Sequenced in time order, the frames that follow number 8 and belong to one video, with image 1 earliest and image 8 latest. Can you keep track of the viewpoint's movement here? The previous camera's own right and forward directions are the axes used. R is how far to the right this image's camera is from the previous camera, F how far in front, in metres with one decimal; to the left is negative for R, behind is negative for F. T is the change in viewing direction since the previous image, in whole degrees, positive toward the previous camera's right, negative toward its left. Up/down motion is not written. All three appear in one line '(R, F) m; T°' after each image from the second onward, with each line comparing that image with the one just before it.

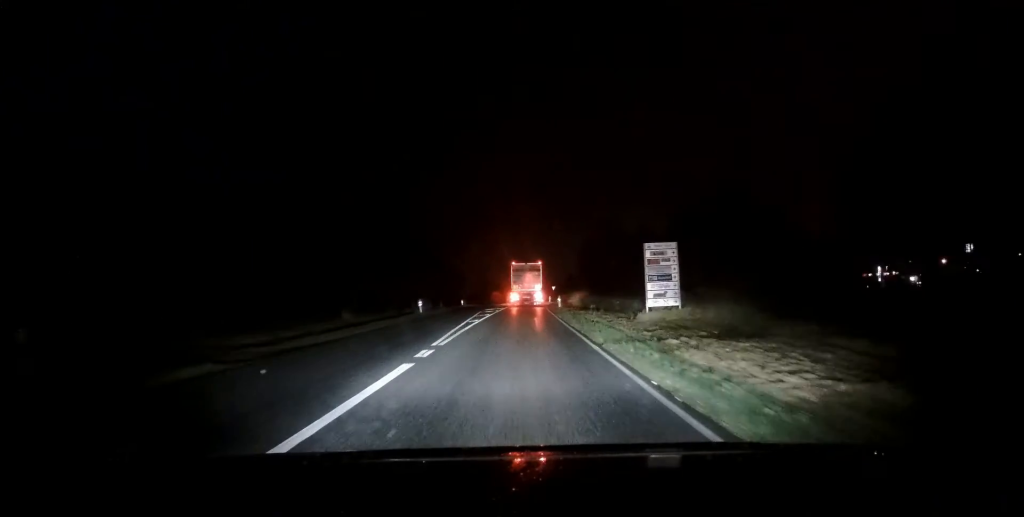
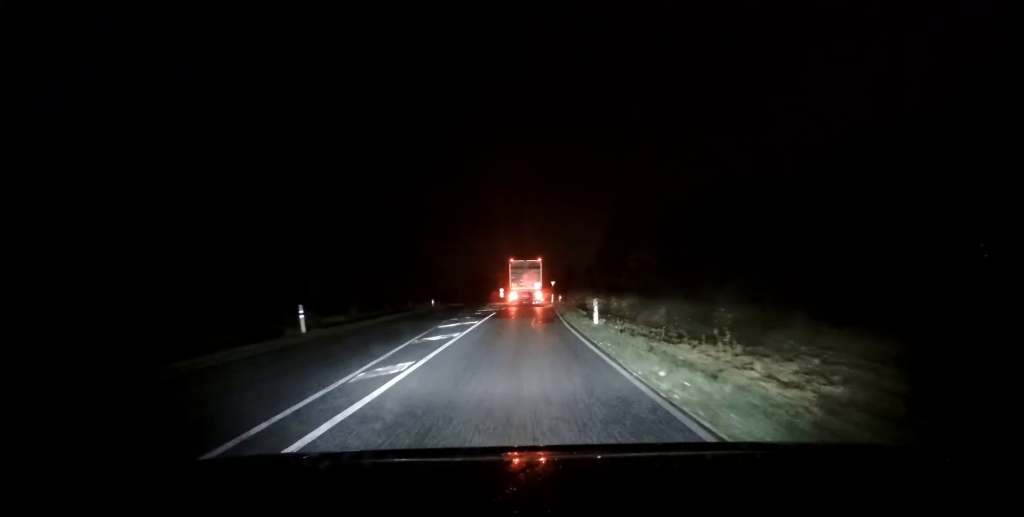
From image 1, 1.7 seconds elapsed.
(+0.2, +21.4) m; +1°
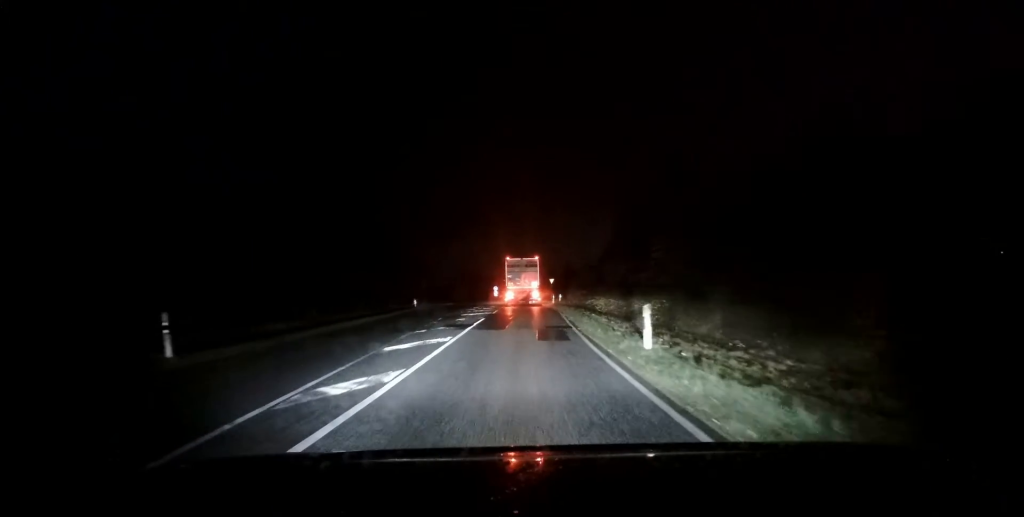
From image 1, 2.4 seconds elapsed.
(+0.1, +7.8) m; 0°
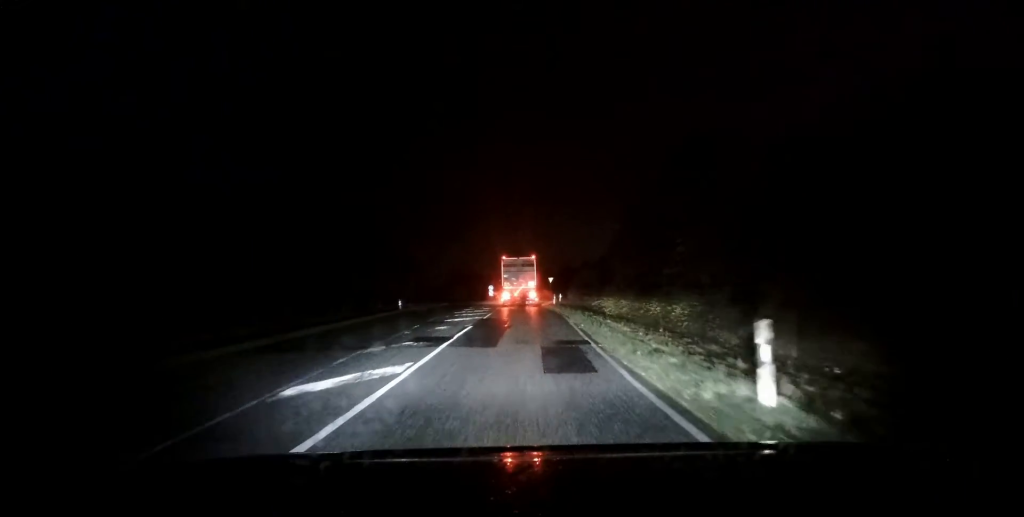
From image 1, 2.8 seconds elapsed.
(0.0, +5.2) m; +1°
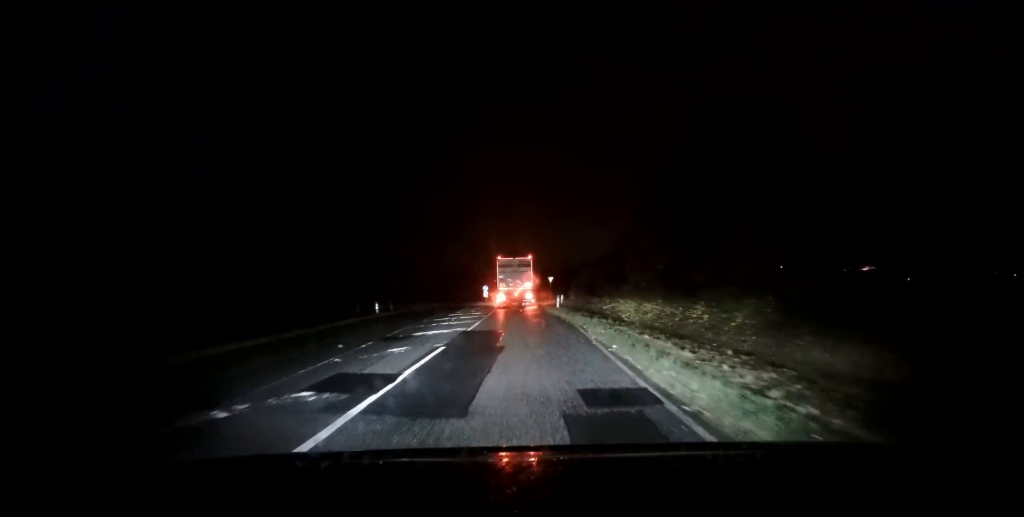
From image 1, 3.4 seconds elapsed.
(-0.1, +6.6) m; +1°
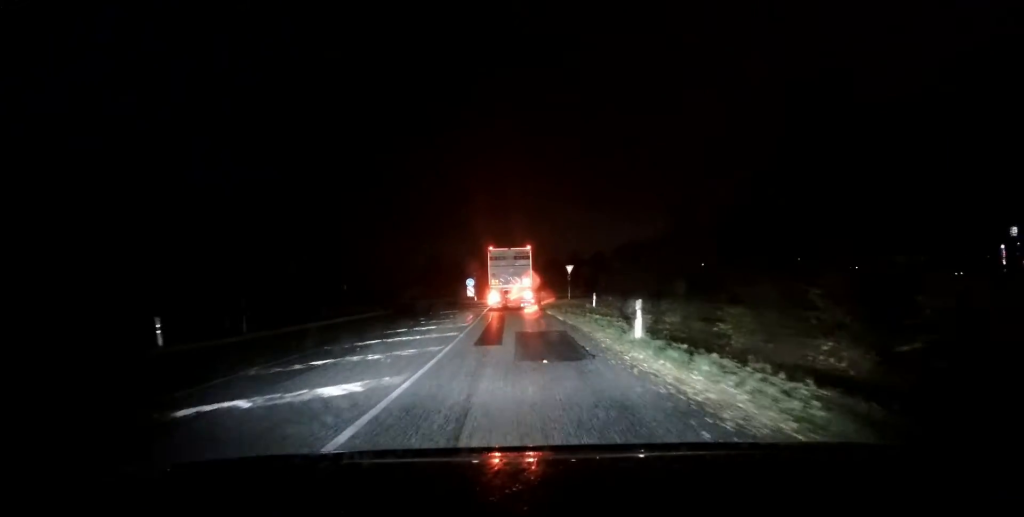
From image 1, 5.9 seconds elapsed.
(-0.5, +24.5) m; -2°
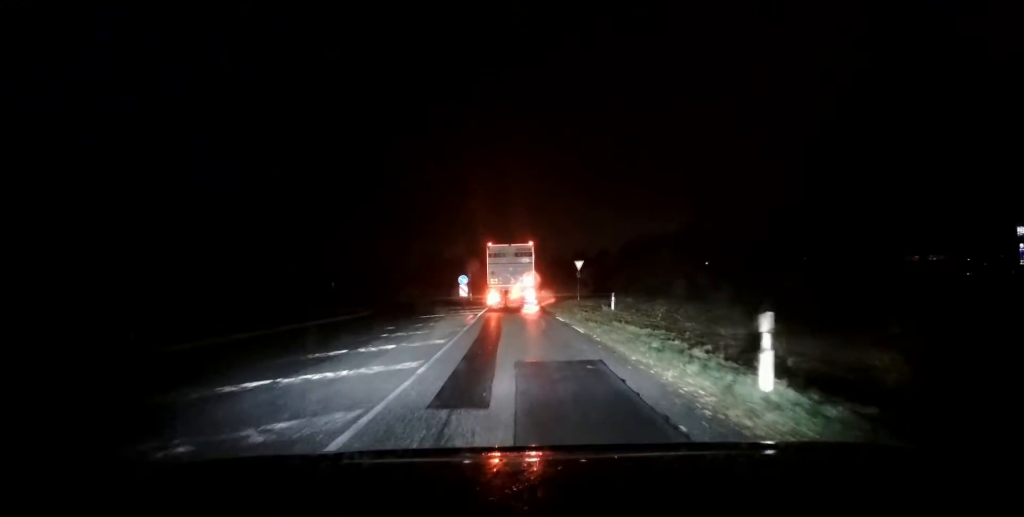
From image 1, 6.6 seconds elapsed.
(0.0, +6.7) m; +3°
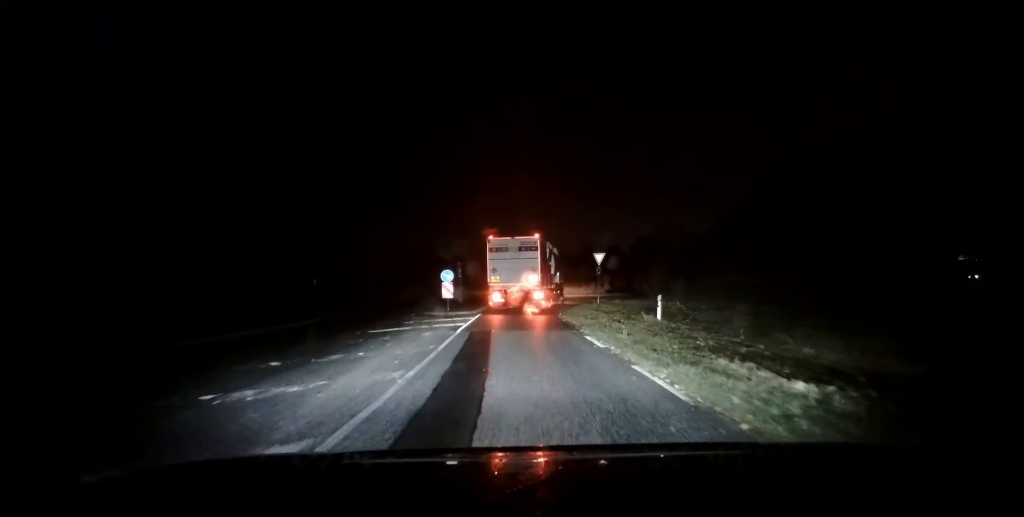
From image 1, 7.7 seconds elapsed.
(+0.5, +9.4) m; 0°
